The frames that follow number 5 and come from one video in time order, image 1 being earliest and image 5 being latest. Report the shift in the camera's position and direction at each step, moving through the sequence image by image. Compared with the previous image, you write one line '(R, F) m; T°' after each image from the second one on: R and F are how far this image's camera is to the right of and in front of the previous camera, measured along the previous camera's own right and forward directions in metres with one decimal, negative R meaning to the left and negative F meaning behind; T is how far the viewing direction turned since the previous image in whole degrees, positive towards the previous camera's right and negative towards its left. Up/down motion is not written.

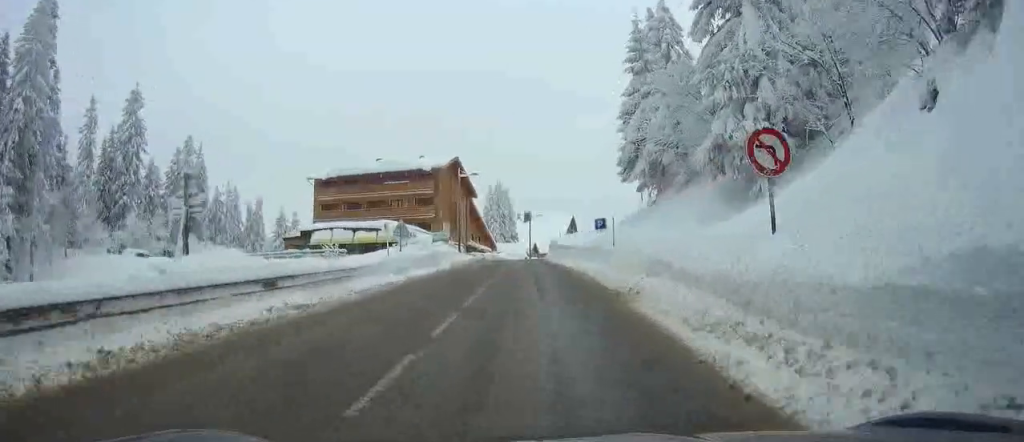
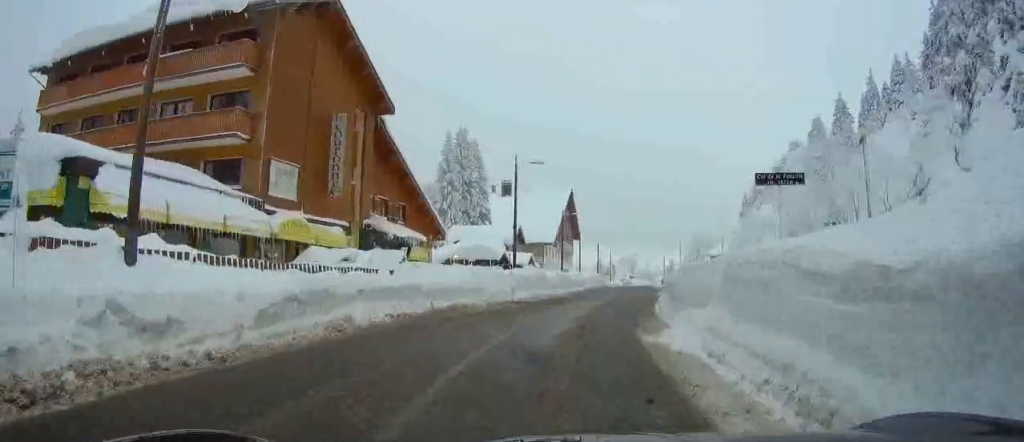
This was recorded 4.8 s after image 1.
(-0.8, +56.7) m; +2°
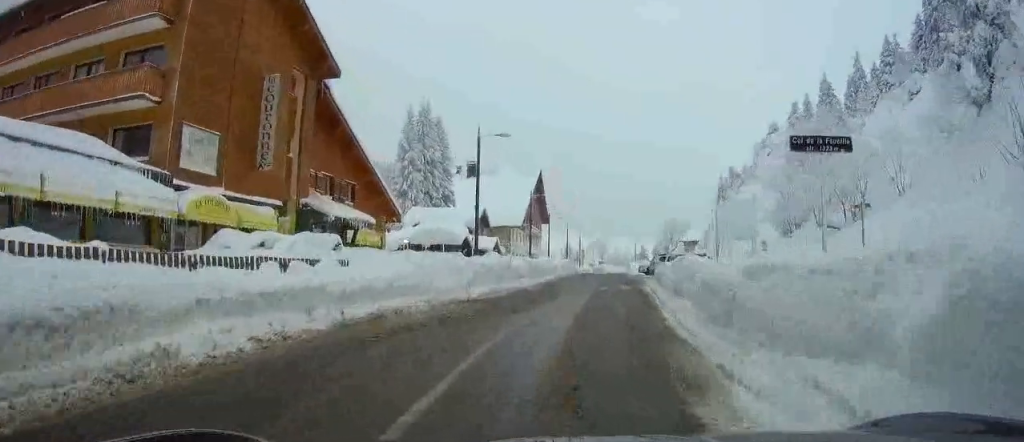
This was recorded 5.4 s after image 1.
(+0.1, +5.4) m; +2°
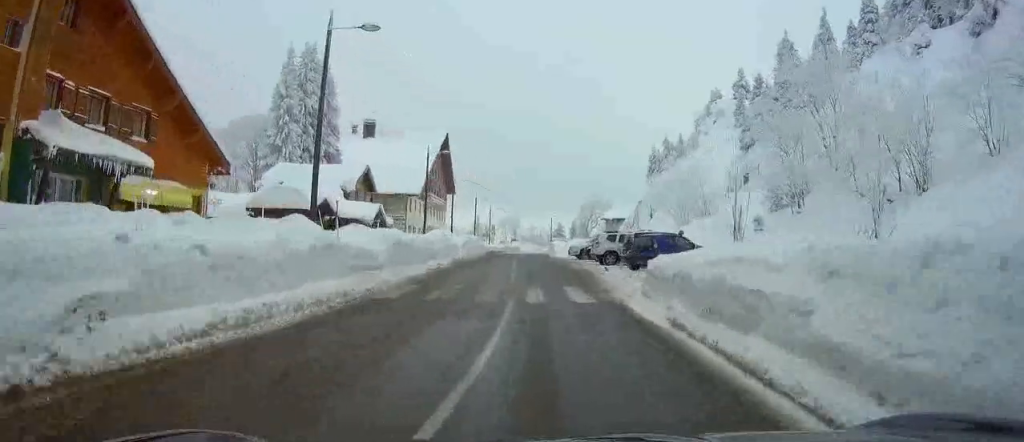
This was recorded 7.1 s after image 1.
(+0.8, +15.6) m; +5°
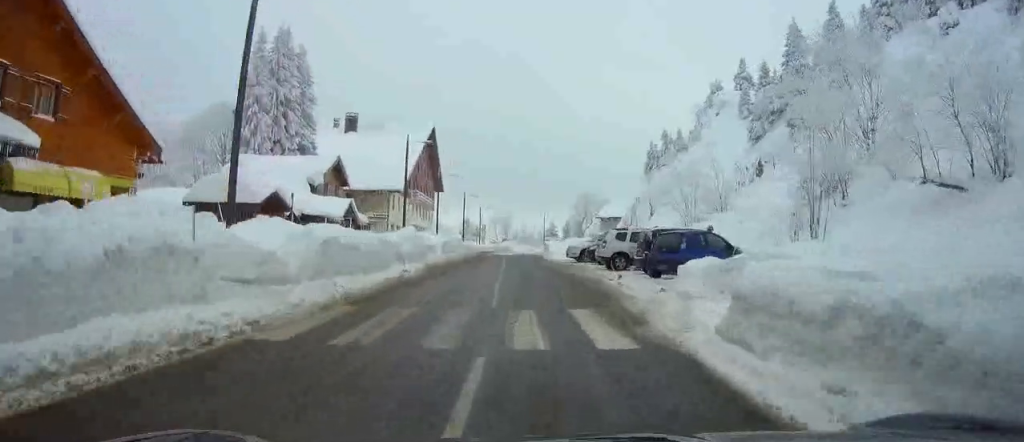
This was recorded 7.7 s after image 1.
(+0.1, +5.7) m; +1°
